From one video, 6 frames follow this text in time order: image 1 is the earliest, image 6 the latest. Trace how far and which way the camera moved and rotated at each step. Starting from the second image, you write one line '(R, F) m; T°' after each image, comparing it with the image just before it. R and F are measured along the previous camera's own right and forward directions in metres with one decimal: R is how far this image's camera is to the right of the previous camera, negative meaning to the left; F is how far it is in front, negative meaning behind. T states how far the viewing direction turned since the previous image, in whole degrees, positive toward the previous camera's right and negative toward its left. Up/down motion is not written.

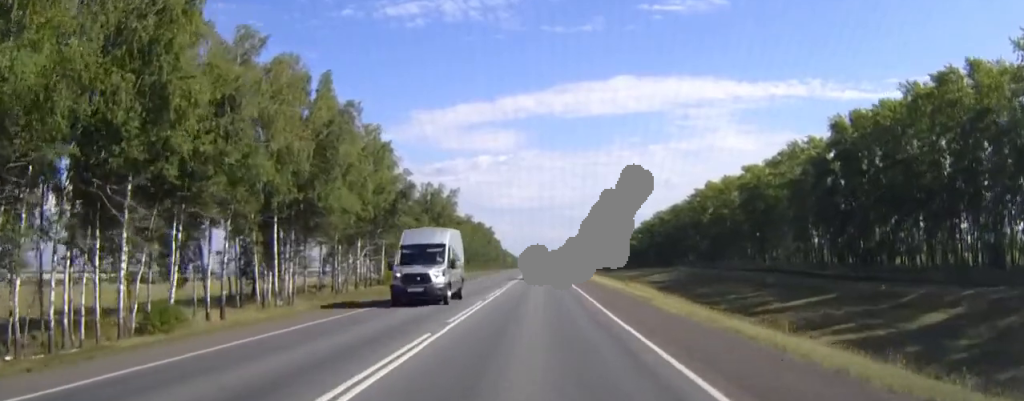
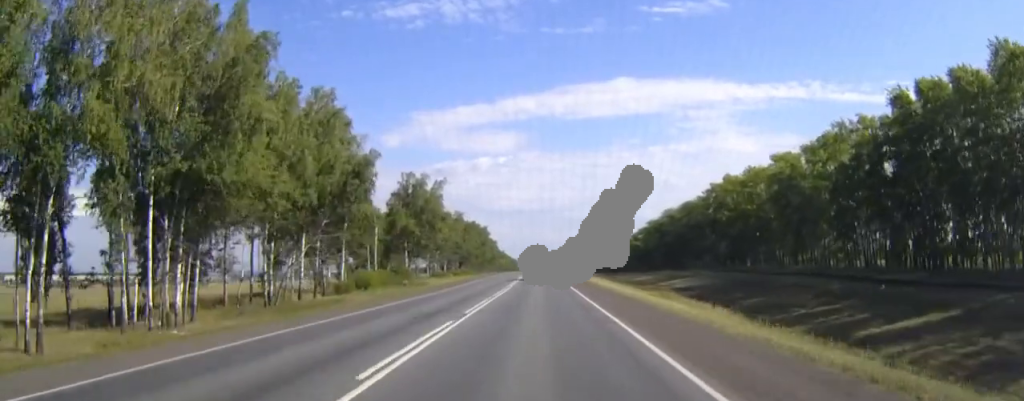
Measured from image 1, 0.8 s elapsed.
(0.0, +20.3) m; 0°
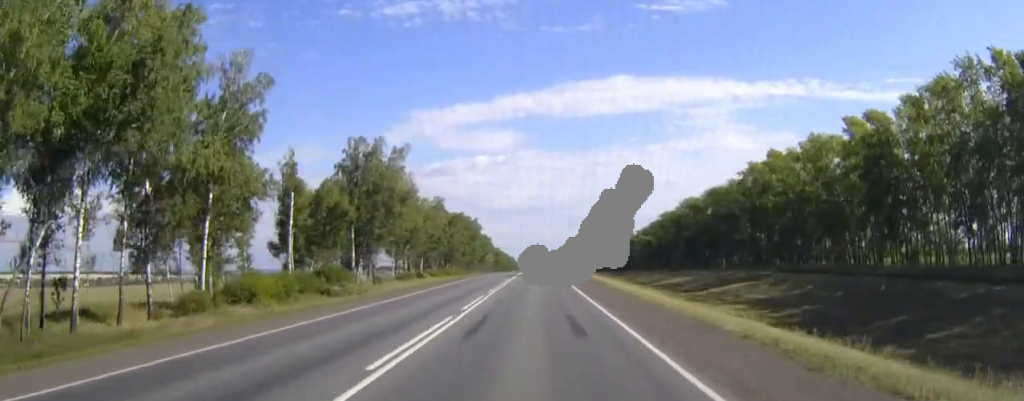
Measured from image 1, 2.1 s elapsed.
(0.0, +35.3) m; 0°
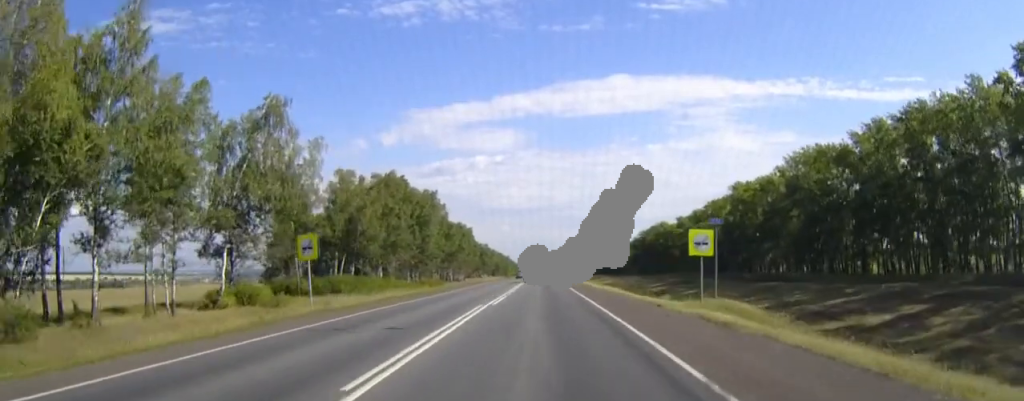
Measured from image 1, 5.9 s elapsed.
(-0.1, +97.4) m; 0°
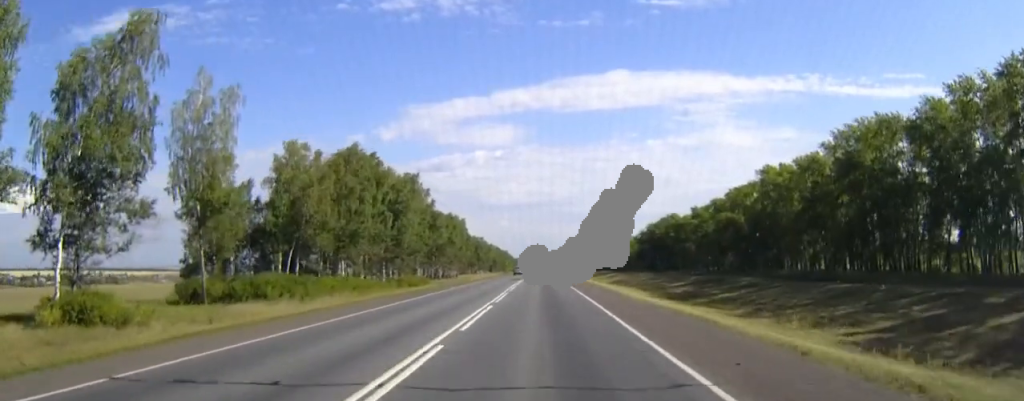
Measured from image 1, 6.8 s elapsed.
(0.0, +22.4) m; 0°
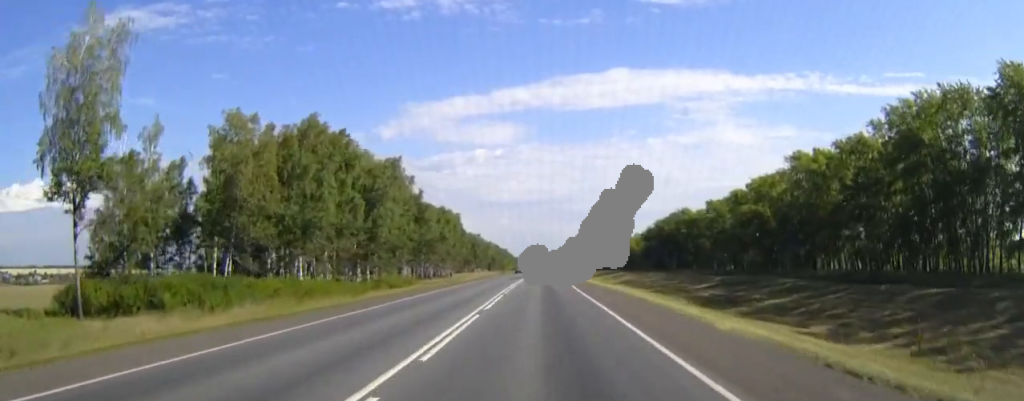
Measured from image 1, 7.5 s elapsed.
(0.0, +17.3) m; 0°
